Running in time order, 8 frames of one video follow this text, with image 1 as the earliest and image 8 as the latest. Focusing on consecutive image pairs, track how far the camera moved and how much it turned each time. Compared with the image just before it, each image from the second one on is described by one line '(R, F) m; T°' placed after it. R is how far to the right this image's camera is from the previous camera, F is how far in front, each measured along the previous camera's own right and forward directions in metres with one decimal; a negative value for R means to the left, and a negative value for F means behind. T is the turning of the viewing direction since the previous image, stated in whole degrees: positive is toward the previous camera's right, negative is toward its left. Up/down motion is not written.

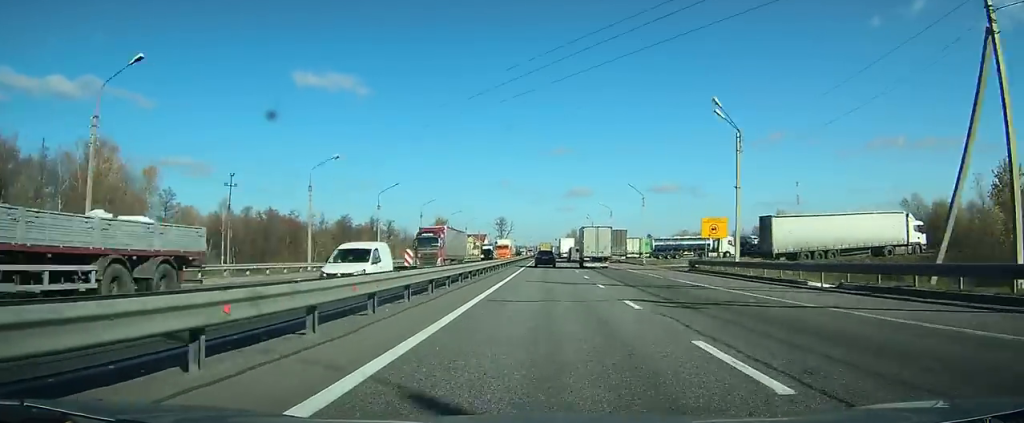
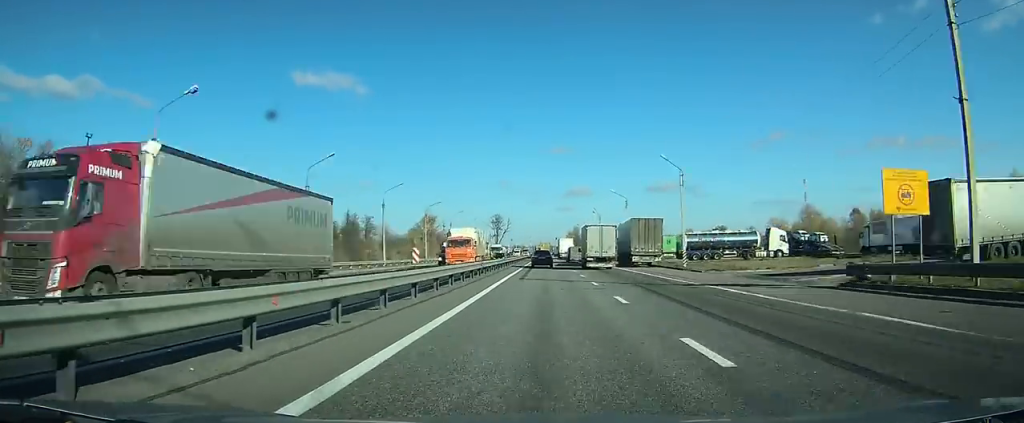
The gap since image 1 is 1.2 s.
(0.0, +24.1) m; 0°
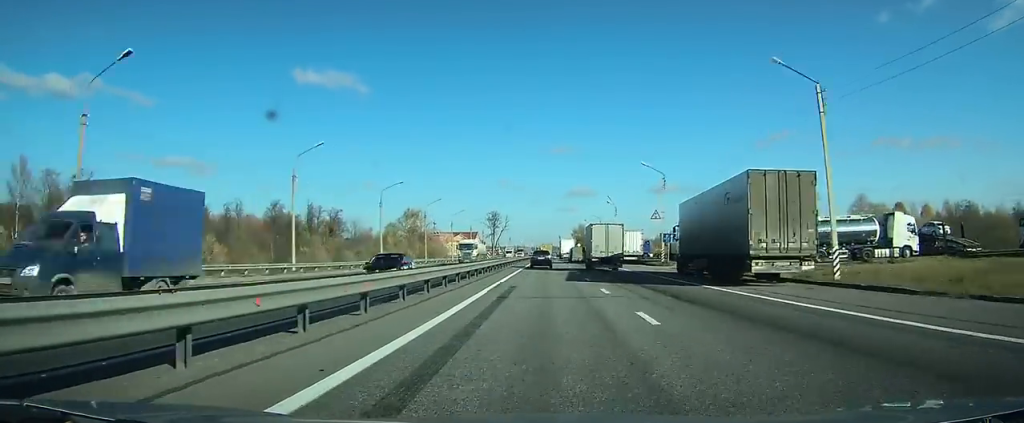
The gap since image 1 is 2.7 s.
(+0.1, +29.4) m; 0°
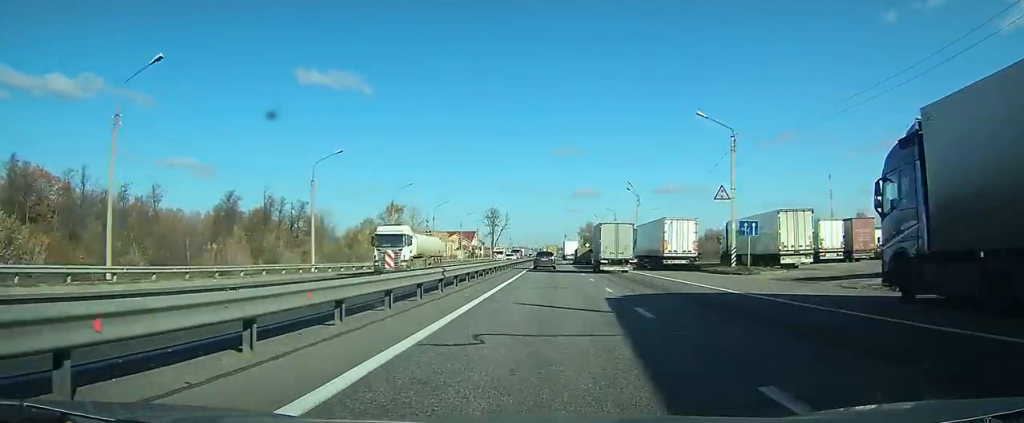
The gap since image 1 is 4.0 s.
(0.0, +23.3) m; 0°
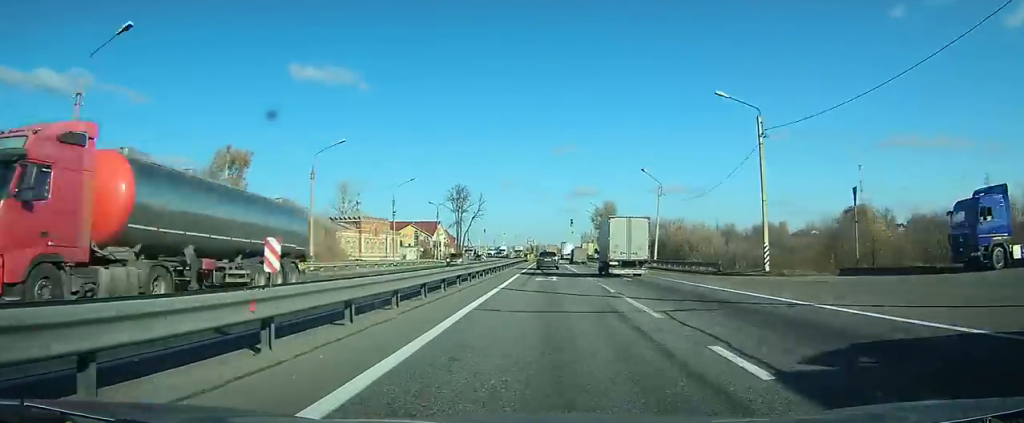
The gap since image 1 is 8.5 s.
(+0.1, +74.7) m; 0°
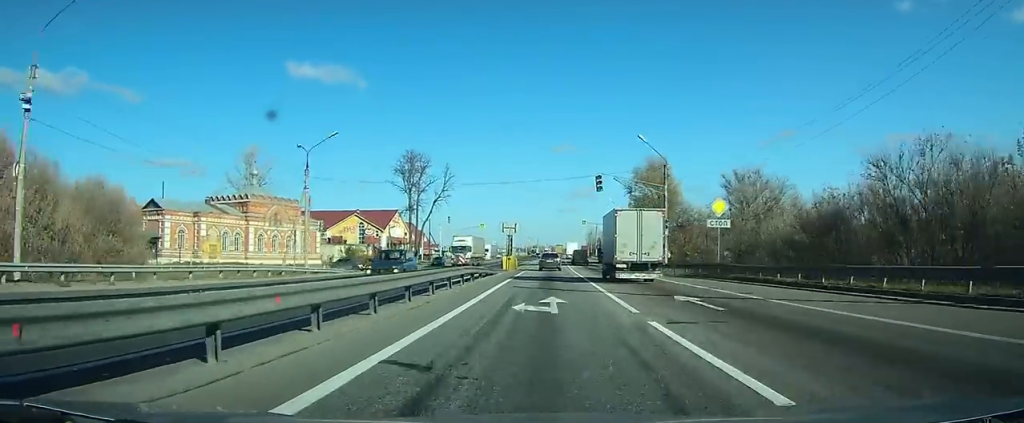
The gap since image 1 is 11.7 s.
(+0.1, +54.3) m; 0°
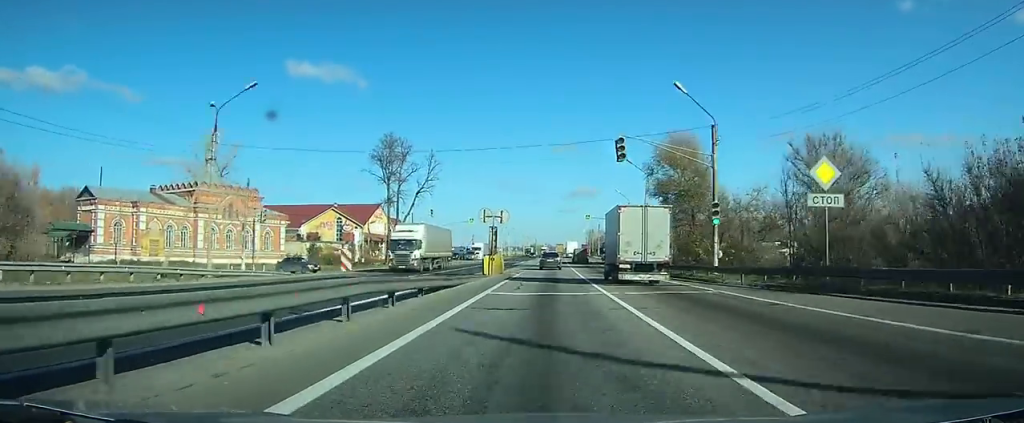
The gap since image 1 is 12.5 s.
(0.0, +13.9) m; 0°
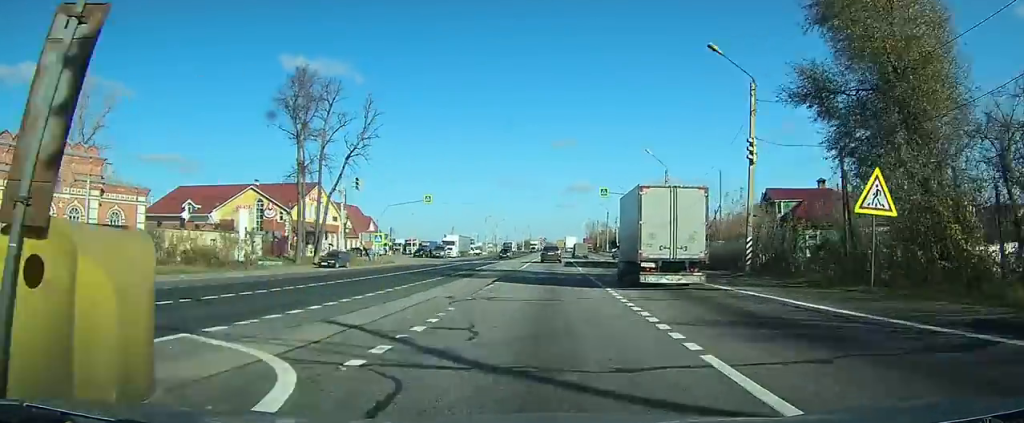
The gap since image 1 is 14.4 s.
(+0.1, +33.1) m; 0°
